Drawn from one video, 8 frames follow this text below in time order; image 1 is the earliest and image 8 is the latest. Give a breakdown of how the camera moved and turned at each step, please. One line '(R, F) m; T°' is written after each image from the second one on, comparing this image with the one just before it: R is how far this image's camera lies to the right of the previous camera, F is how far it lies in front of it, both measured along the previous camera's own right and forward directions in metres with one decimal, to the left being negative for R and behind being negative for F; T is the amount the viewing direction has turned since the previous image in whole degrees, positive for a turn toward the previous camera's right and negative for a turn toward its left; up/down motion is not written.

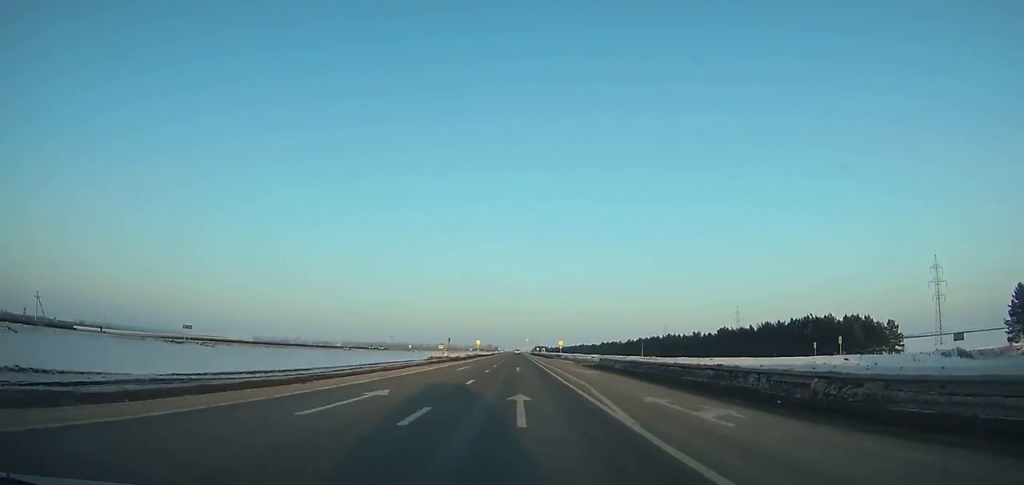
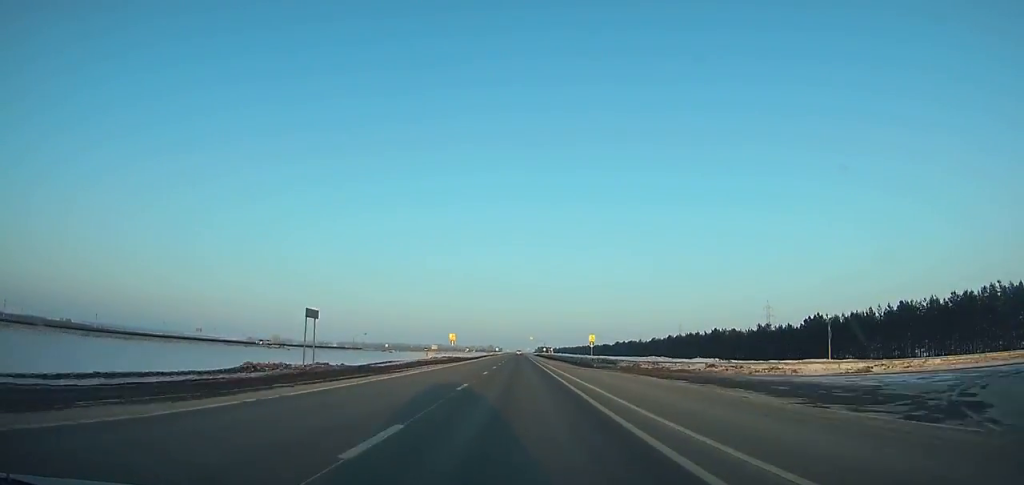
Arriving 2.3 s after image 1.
(+0.1, +62.8) m; 0°
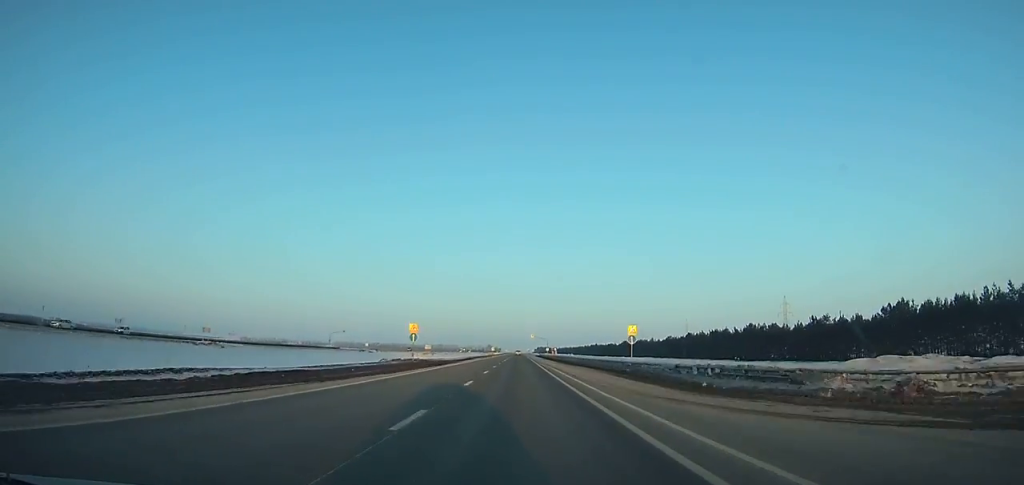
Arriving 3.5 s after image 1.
(0.0, +32.9) m; 0°
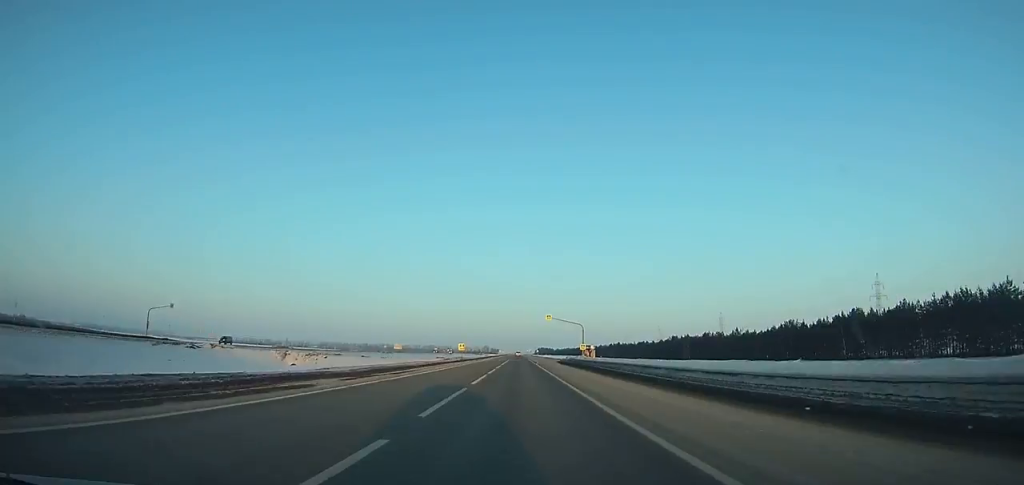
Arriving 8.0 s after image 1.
(-0.1, +123.8) m; 0°
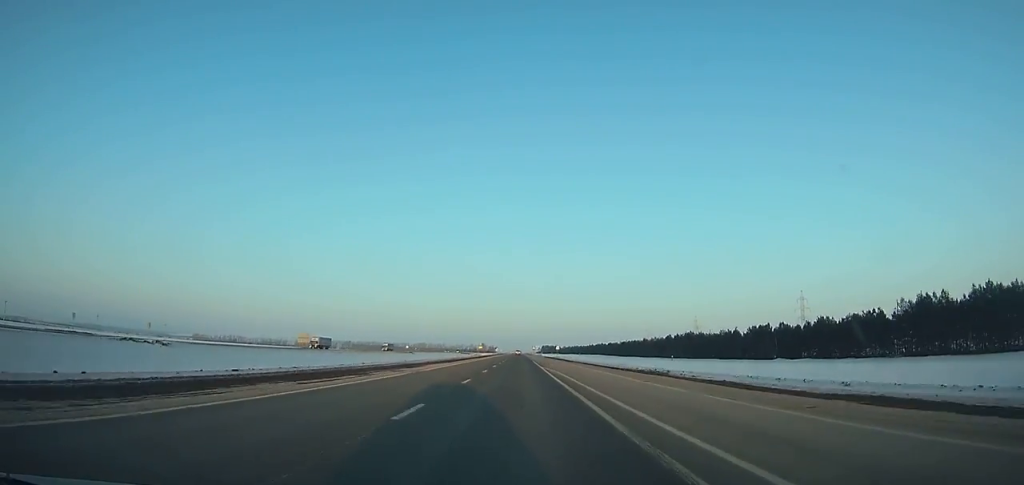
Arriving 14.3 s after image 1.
(-0.4, +173.1) m; 0°
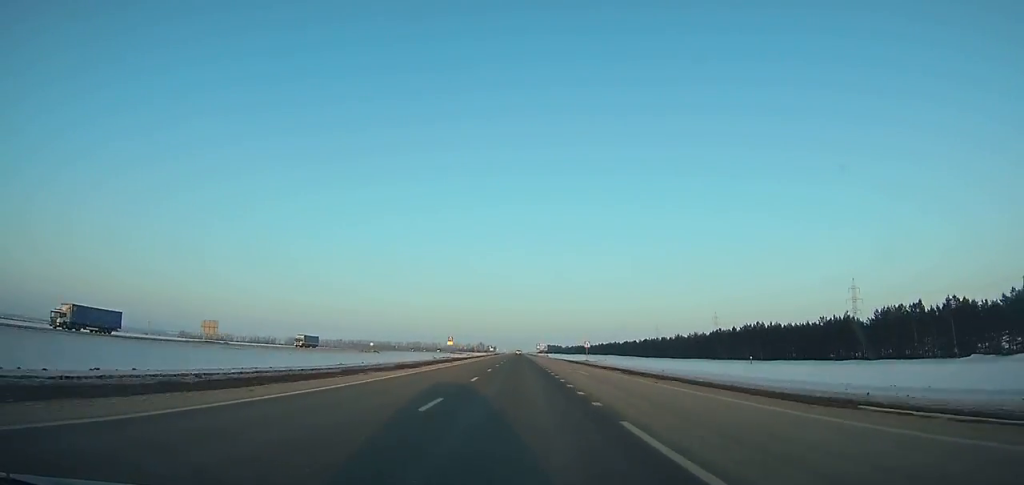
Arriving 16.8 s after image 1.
(0.0, +68.2) m; 0°
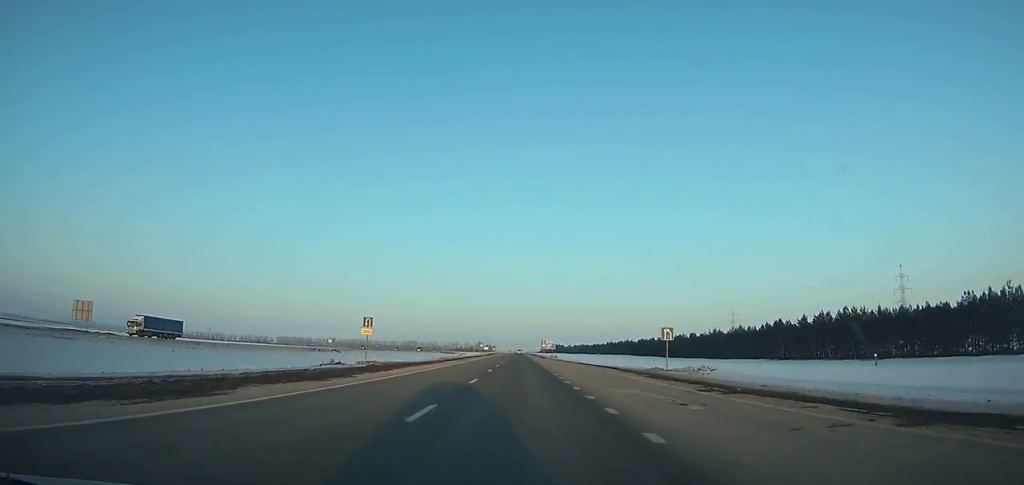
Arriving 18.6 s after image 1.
(0.0, +48.8) m; 0°
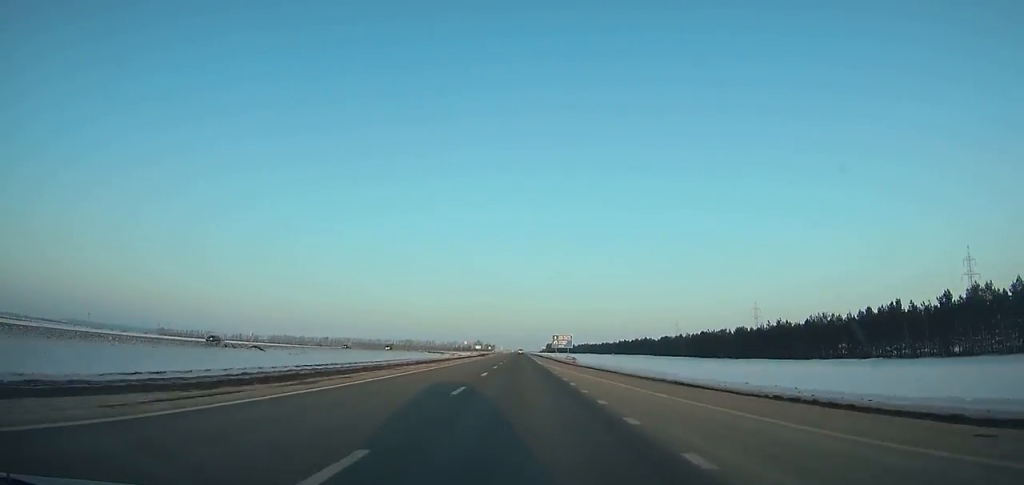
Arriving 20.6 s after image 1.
(0.0, +53.8) m; 0°
